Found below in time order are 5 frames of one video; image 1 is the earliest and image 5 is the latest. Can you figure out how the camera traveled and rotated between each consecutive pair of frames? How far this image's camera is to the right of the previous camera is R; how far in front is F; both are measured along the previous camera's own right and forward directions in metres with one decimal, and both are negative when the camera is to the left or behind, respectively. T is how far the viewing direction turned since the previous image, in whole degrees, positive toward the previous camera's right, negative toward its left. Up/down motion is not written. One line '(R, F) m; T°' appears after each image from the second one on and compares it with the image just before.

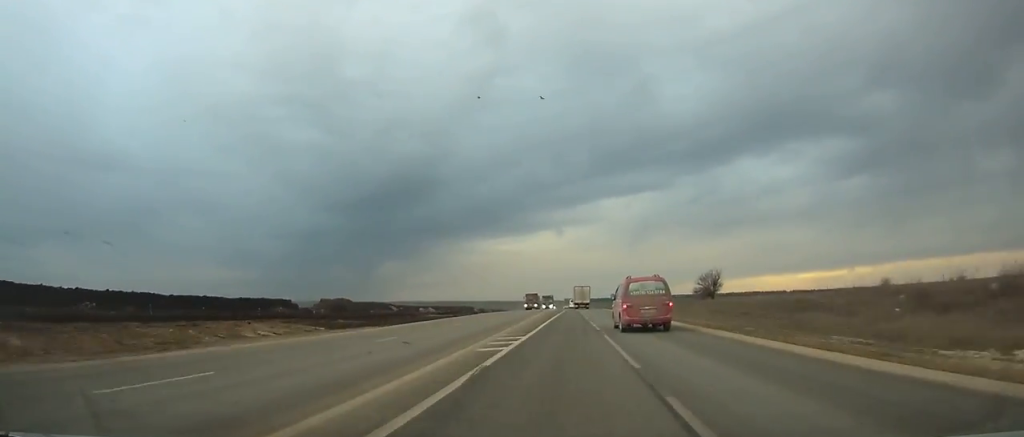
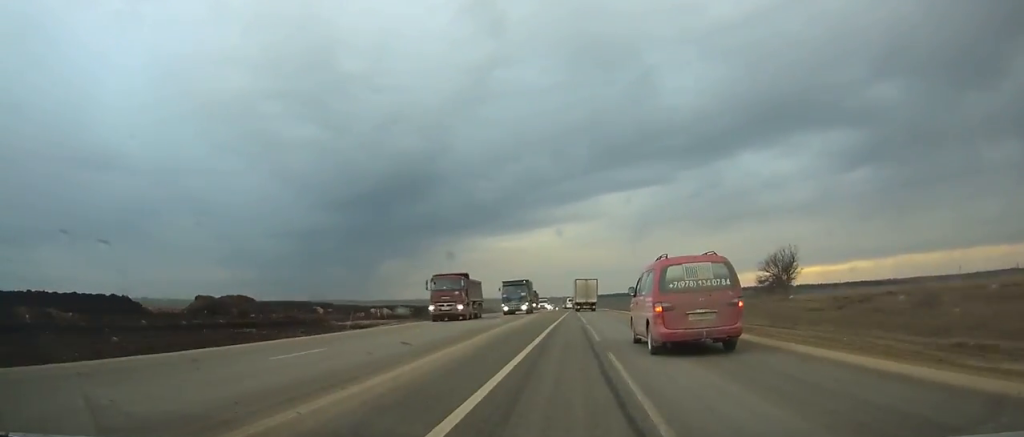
(-0.1, +36.8) m; 0°
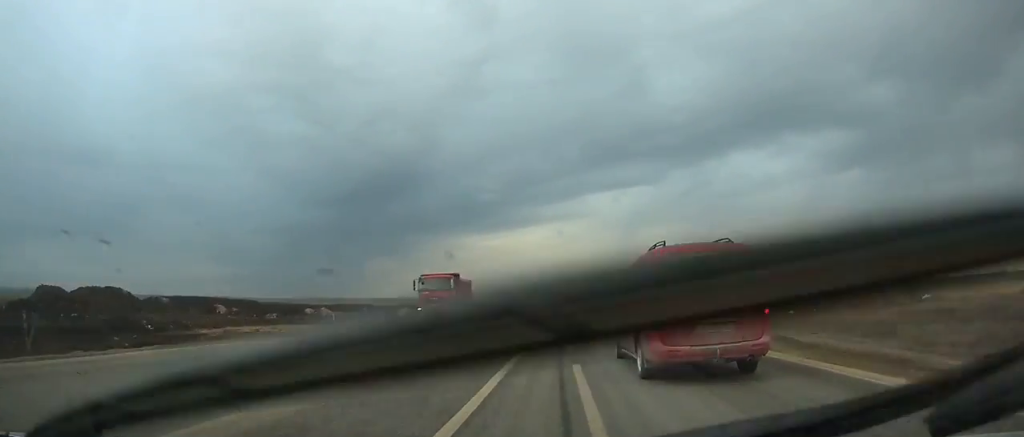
(-0.3, +27.5) m; 0°
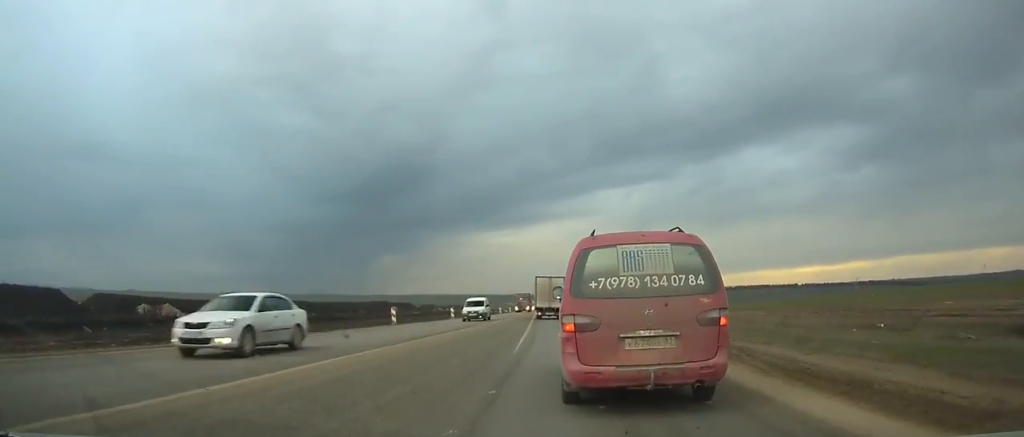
(+0.1, +50.3) m; 0°
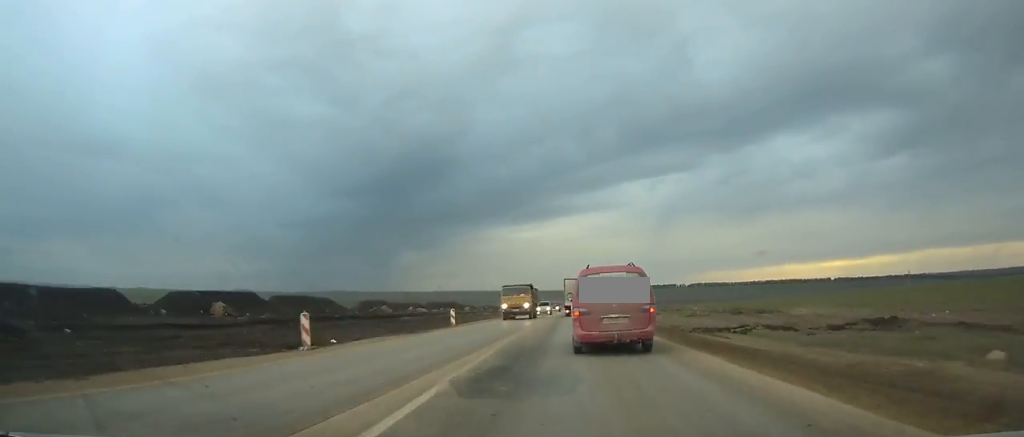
(+0.1, +81.1) m; +1°
